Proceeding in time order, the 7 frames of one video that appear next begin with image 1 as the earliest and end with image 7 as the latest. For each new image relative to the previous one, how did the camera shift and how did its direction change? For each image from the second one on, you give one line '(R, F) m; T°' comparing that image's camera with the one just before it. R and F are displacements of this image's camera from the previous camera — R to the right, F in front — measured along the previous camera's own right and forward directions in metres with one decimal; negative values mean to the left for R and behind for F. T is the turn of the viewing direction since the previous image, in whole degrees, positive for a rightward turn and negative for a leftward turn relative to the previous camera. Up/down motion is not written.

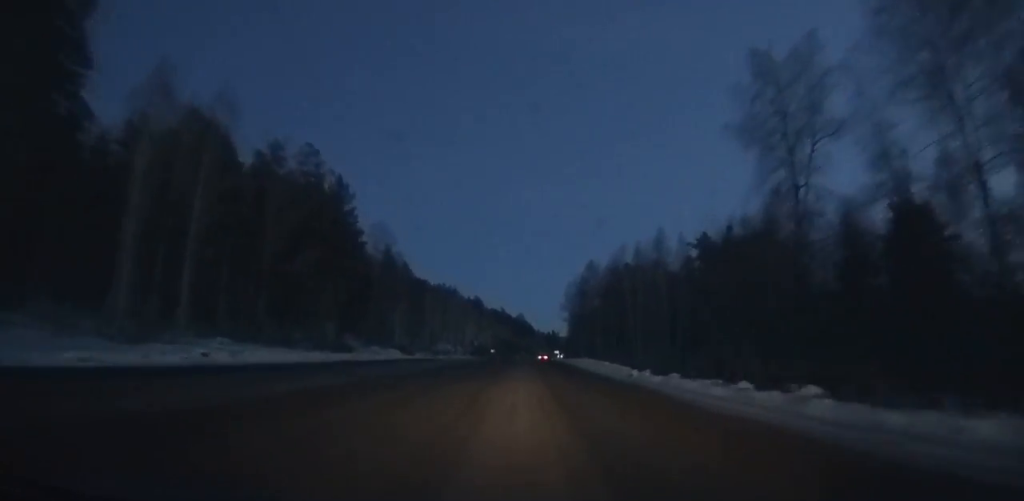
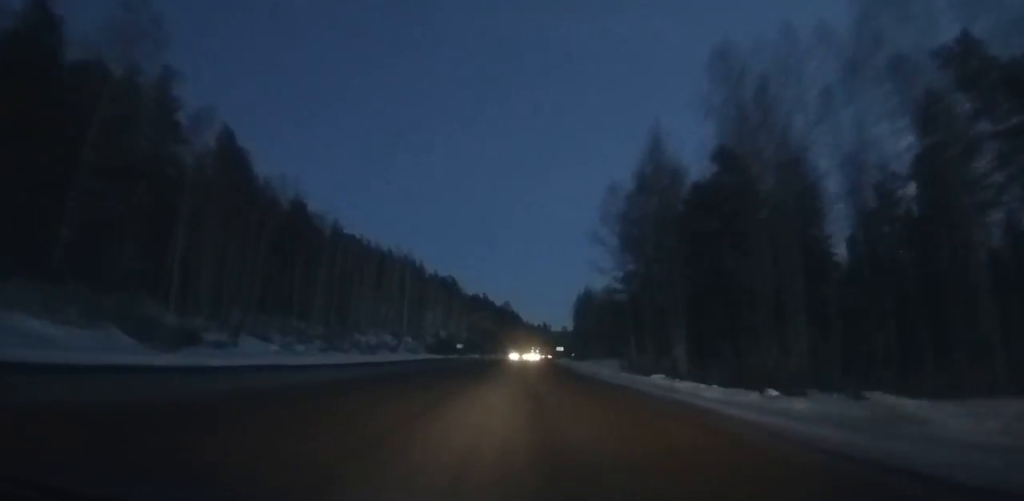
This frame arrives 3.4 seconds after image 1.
(+1.1, +66.3) m; +1°
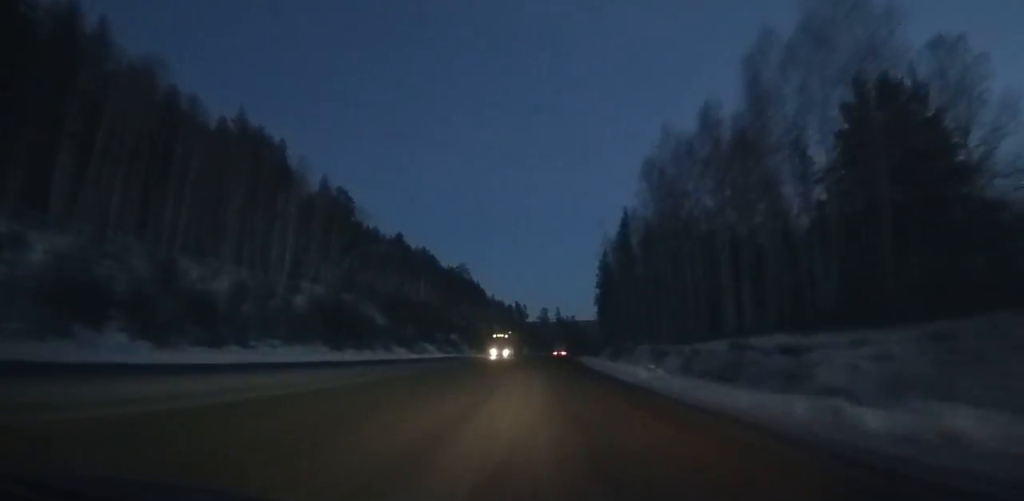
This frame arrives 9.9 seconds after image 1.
(+3.4, +124.3) m; +4°
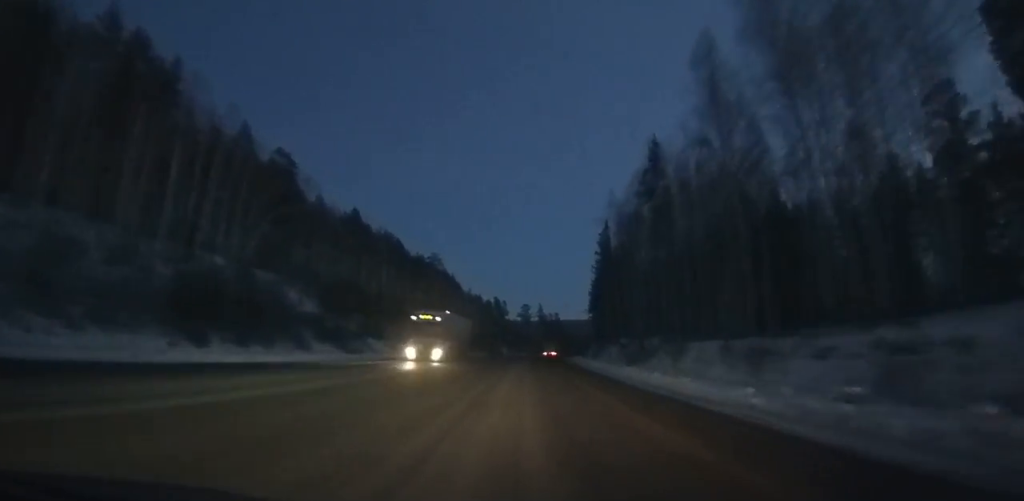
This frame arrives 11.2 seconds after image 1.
(0.0, +24.7) m; +1°
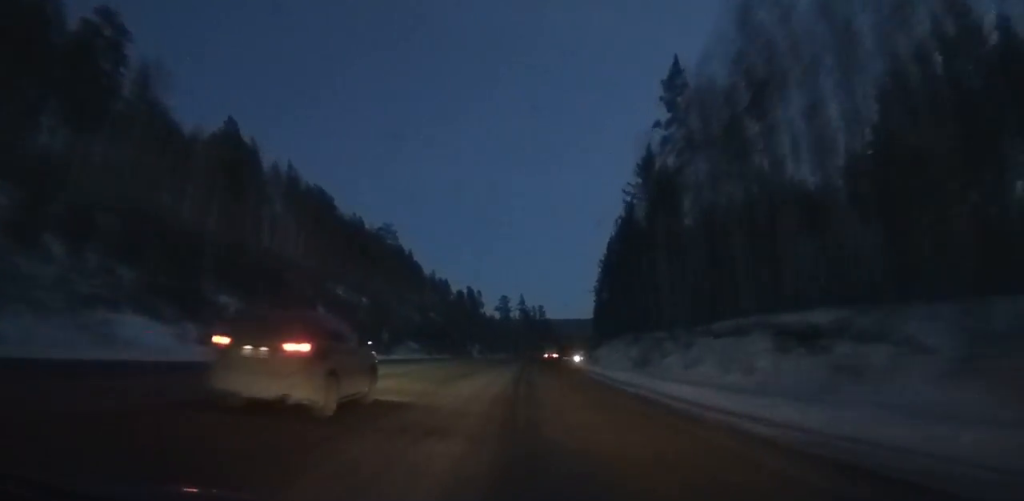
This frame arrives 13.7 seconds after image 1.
(+1.1, +47.5) m; +3°
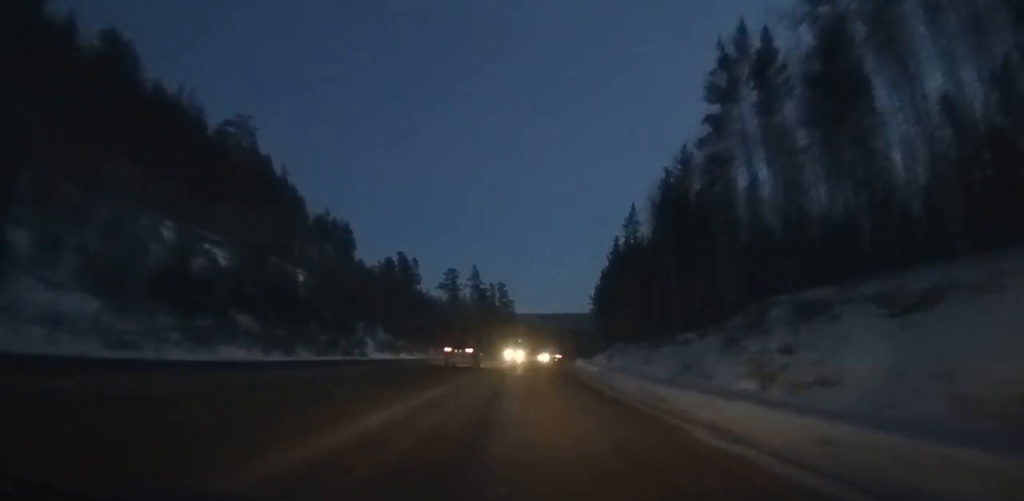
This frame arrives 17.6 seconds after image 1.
(+2.7, +74.1) m; +4°
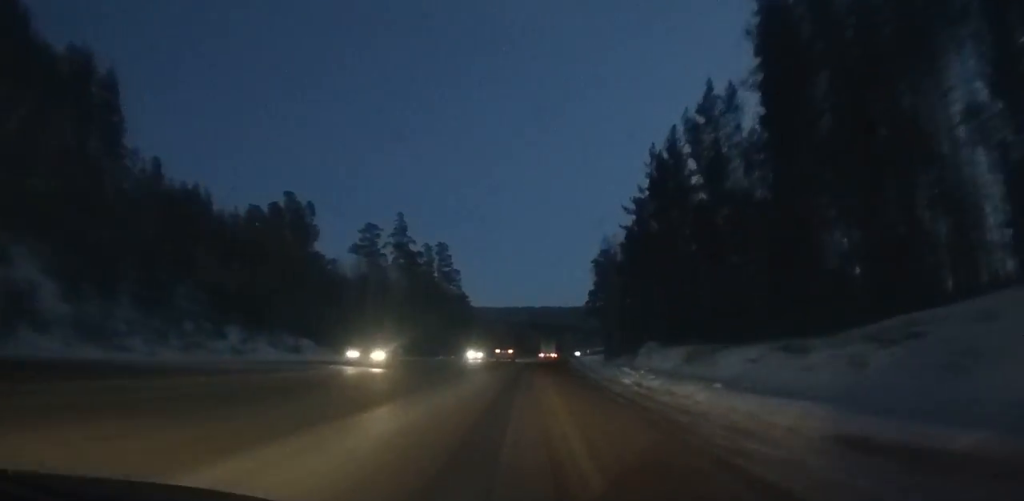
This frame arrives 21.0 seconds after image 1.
(+1.8, +62.7) m; +3°
